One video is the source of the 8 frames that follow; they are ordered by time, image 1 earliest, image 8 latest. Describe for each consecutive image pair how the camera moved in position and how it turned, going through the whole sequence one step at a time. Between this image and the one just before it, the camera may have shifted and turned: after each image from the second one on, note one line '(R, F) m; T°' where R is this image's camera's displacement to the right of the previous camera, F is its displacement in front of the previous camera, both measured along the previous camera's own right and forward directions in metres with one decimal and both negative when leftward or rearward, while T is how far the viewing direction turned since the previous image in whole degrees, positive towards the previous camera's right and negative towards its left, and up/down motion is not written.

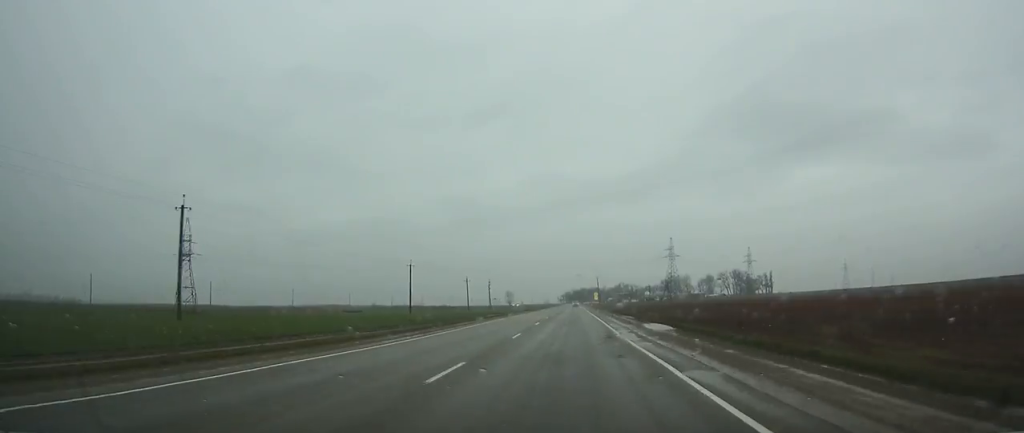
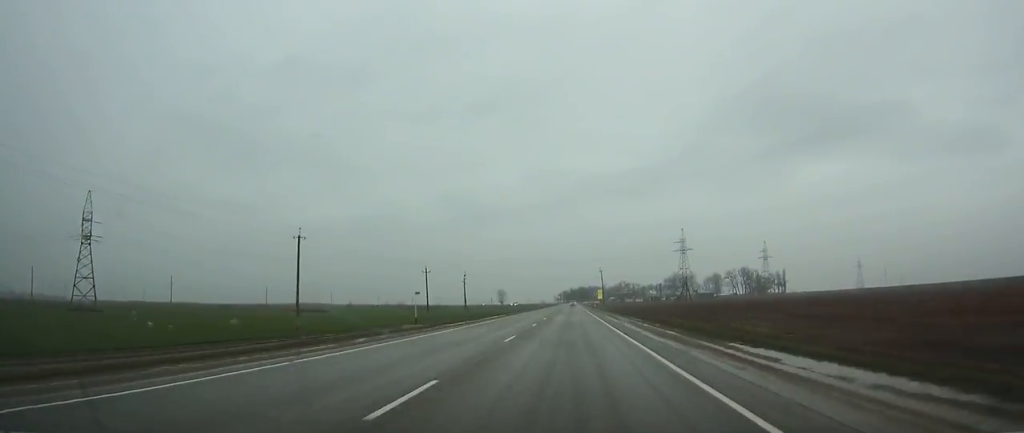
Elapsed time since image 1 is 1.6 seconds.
(0.0, +38.9) m; 0°
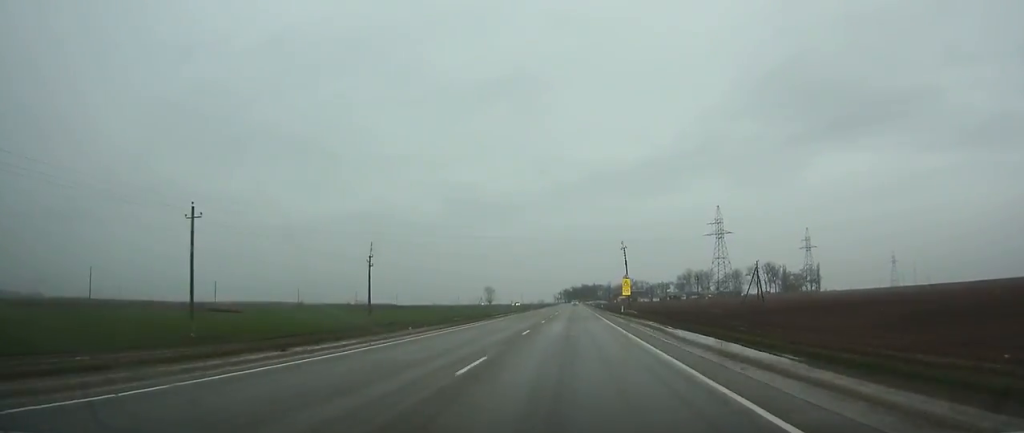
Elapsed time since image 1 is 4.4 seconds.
(-0.1, +68.4) m; 0°
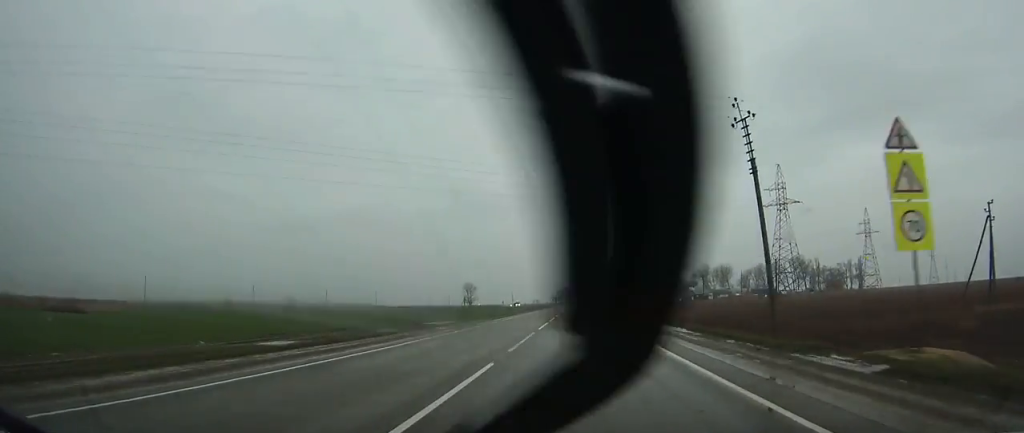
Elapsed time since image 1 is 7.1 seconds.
(-0.1, +67.1) m; 0°
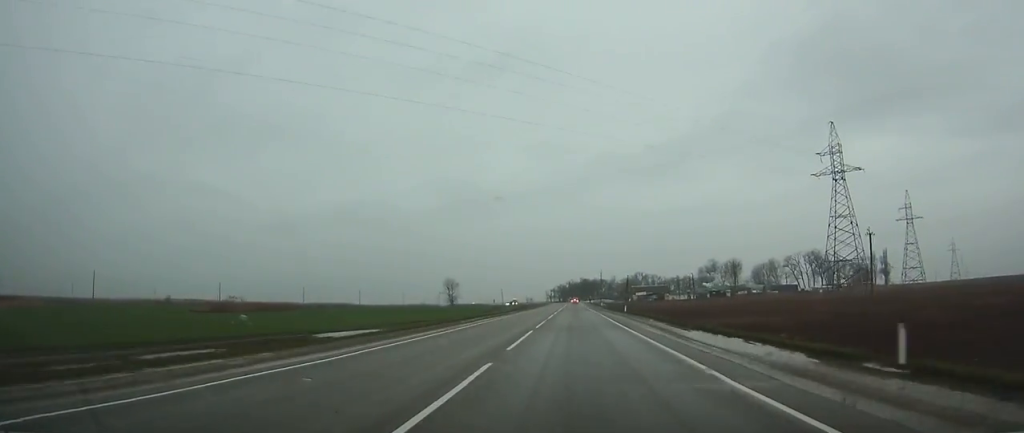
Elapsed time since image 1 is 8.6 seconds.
(-0.1, +36.0) m; 0°
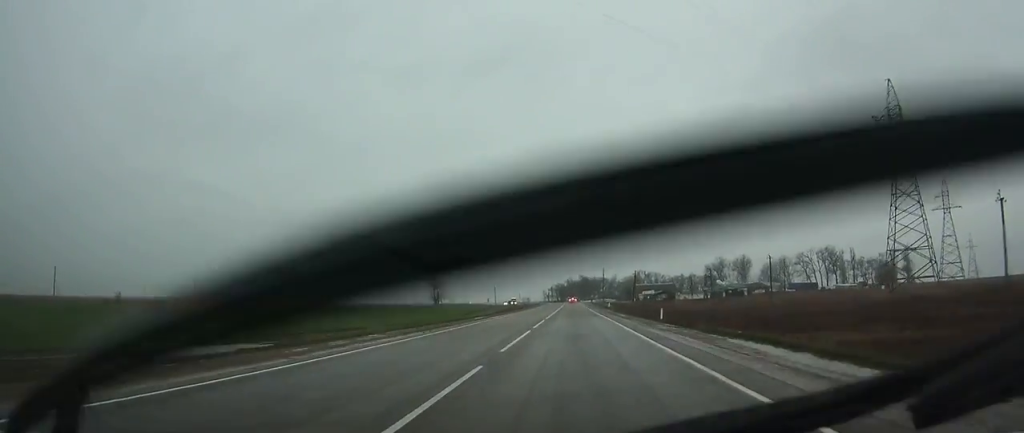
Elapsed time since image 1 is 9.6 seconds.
(+0.1, +24.4) m; 0°
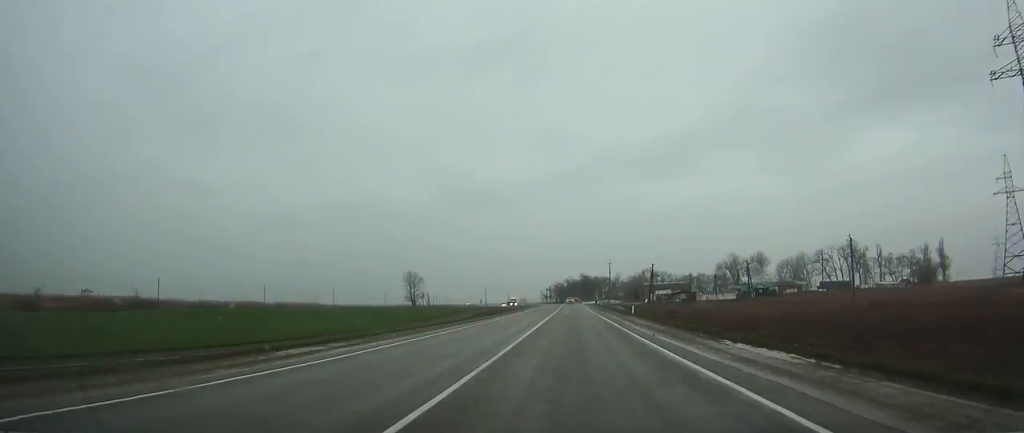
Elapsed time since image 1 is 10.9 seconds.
(+0.1, +32.5) m; 0°
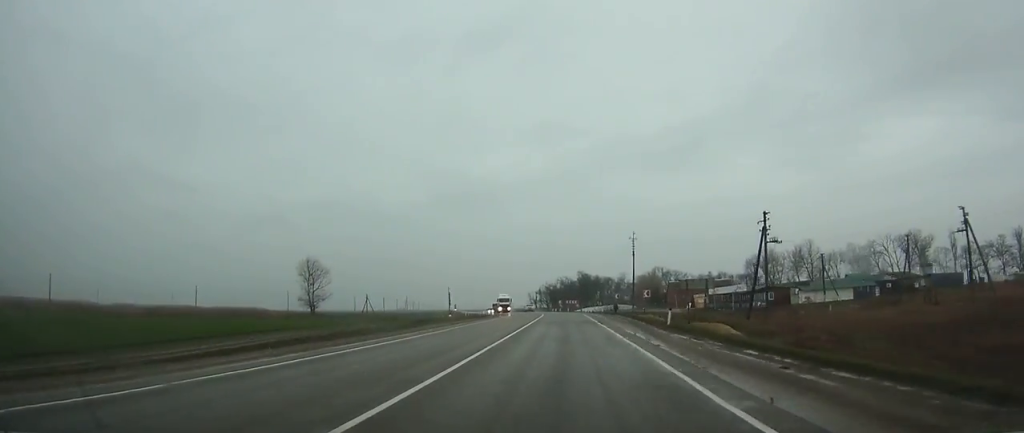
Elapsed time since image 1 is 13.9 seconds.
(+0.1, +71.7) m; -1°
